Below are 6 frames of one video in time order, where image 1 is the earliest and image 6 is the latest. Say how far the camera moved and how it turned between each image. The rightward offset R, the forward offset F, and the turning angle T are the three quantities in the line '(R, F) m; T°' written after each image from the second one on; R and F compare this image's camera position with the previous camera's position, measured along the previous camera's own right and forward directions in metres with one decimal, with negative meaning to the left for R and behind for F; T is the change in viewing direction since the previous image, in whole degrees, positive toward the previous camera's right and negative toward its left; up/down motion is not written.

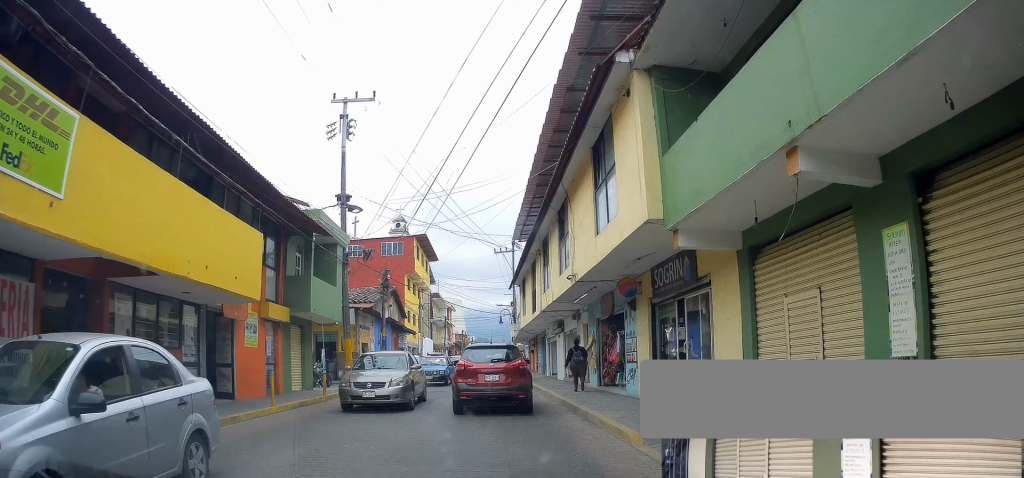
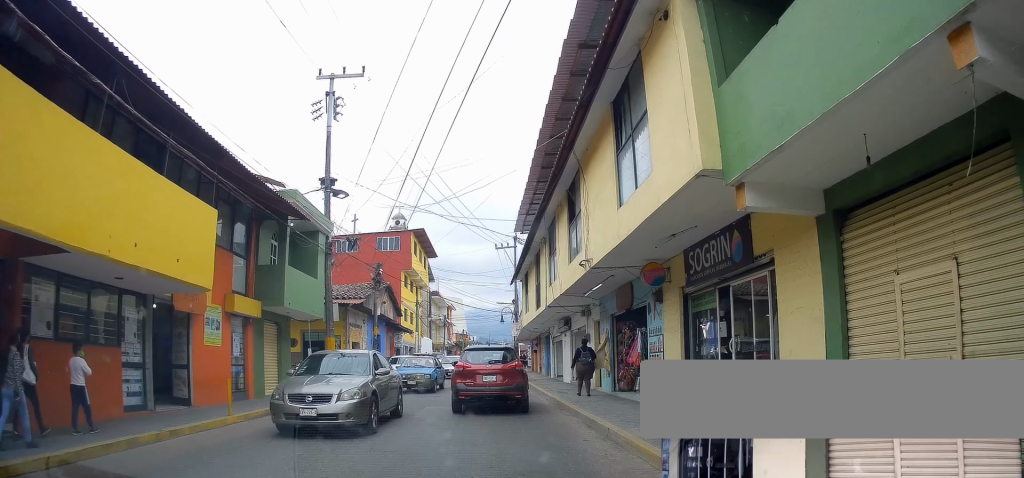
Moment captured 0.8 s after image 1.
(0.0, +2.9) m; +1°
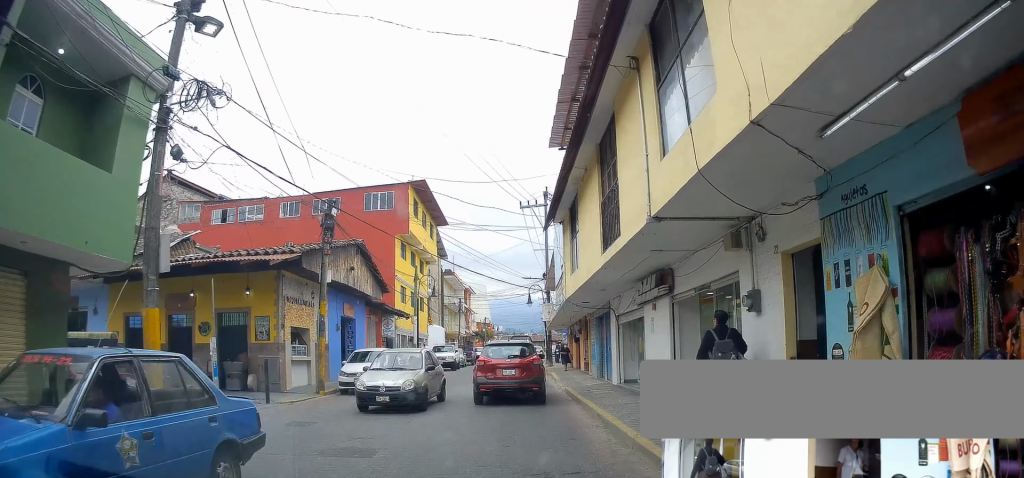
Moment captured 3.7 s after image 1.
(+1.5, +12.1) m; +2°
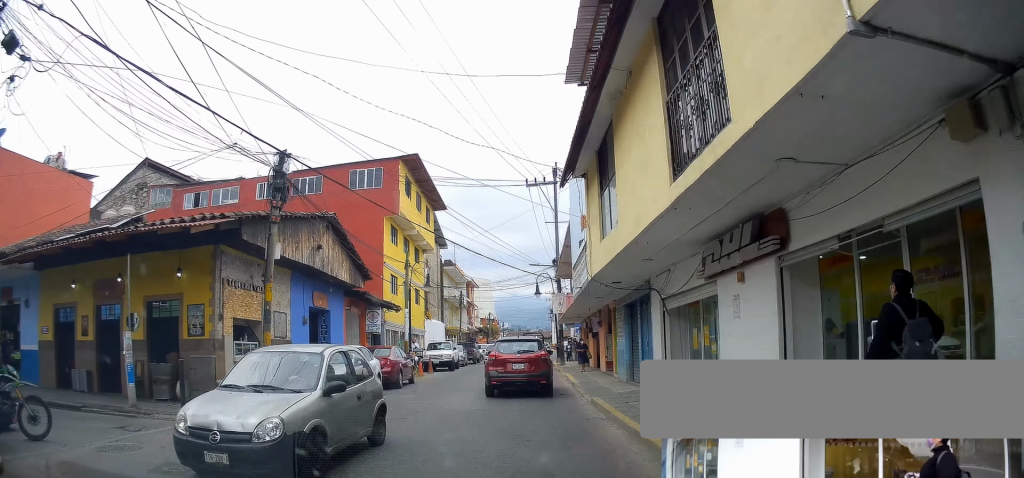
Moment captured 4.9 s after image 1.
(-0.2, +4.7) m; -2°
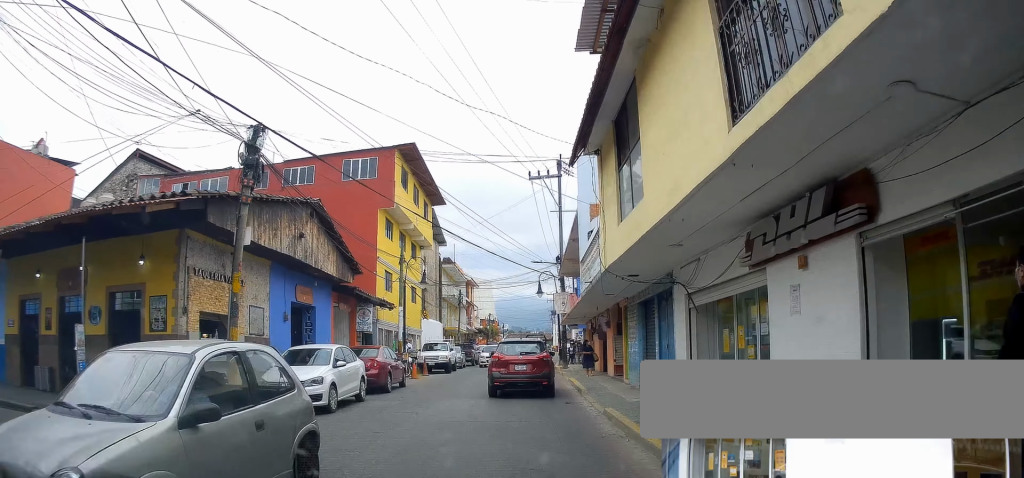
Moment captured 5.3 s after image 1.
(0.0, +1.7) m; +1°
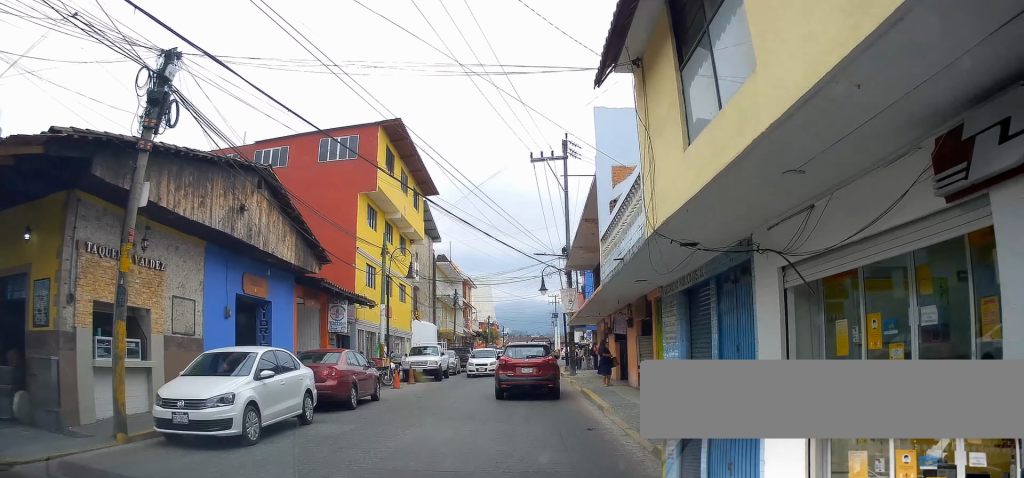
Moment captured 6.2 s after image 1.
(+0.2, +4.0) m; +1°
